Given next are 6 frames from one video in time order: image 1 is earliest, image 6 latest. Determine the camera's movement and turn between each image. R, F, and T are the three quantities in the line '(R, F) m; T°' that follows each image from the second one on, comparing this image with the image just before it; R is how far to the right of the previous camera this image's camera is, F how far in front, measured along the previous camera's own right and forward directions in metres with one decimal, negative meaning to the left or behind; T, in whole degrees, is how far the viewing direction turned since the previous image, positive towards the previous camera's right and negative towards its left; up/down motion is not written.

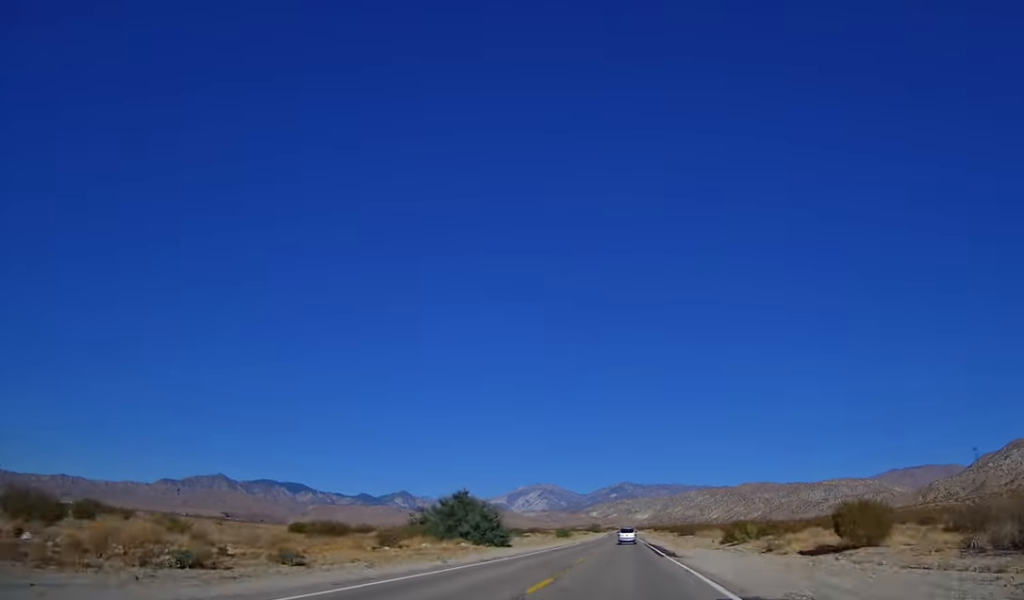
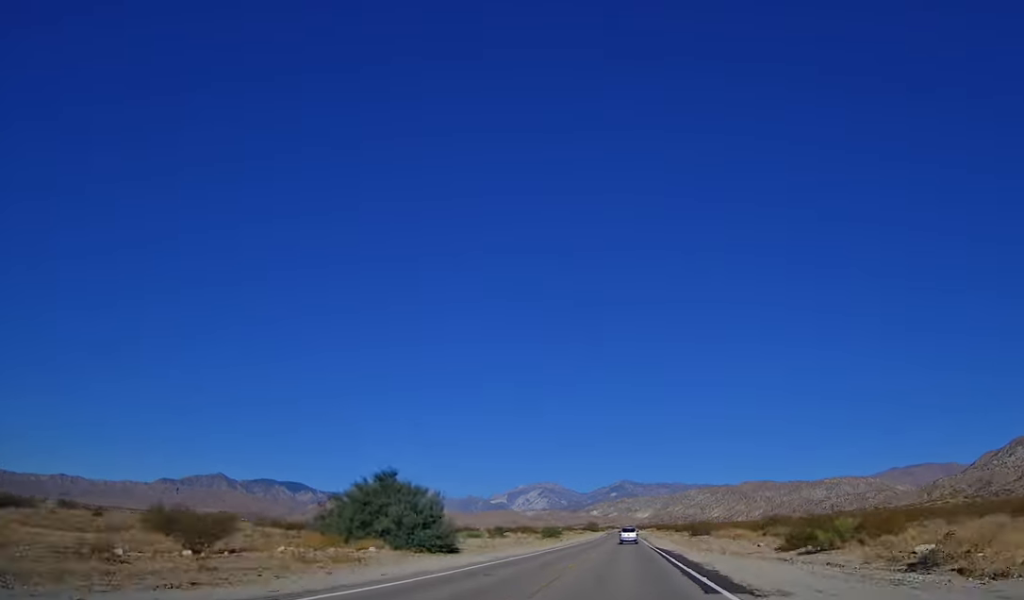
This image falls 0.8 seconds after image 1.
(0.0, +20.5) m; 0°
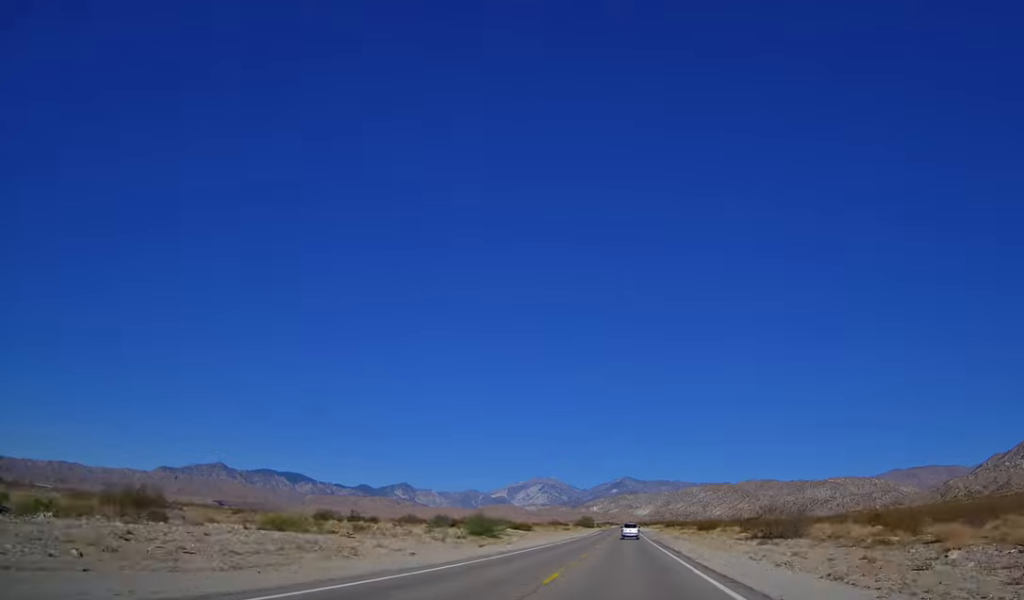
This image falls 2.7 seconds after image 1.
(0.0, +49.4) m; 0°
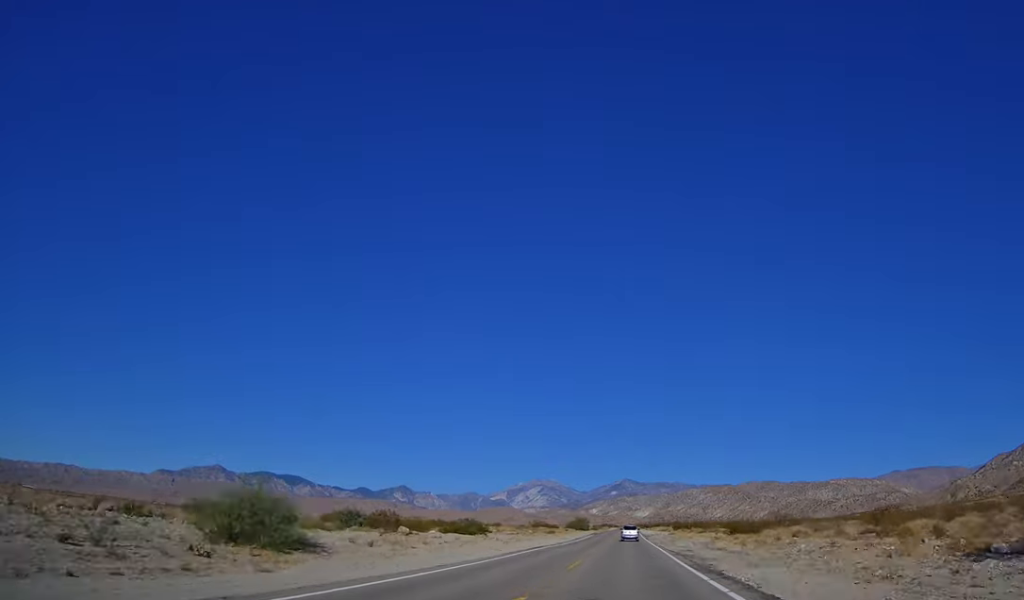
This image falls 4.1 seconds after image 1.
(-0.2, +35.8) m; 0°
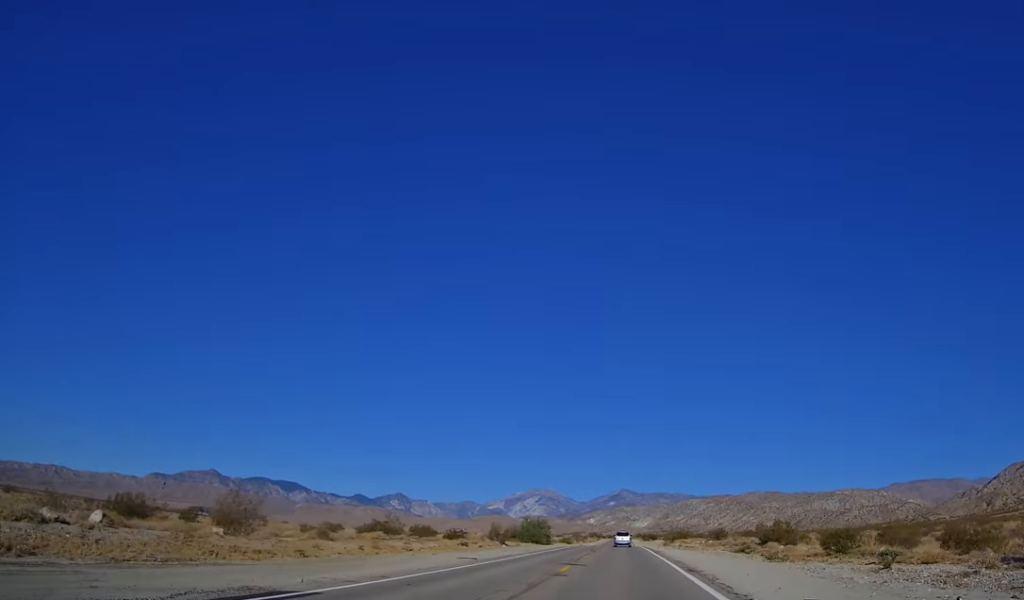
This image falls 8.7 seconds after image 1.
(+0.1, +115.9) m; 0°
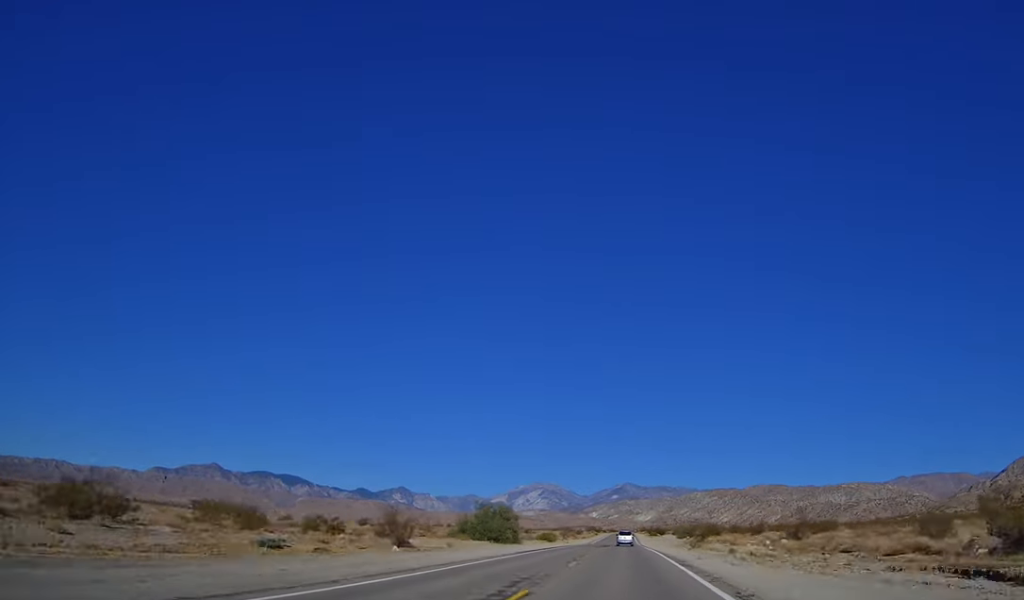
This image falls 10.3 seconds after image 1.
(+0.5, +40.9) m; 0°
